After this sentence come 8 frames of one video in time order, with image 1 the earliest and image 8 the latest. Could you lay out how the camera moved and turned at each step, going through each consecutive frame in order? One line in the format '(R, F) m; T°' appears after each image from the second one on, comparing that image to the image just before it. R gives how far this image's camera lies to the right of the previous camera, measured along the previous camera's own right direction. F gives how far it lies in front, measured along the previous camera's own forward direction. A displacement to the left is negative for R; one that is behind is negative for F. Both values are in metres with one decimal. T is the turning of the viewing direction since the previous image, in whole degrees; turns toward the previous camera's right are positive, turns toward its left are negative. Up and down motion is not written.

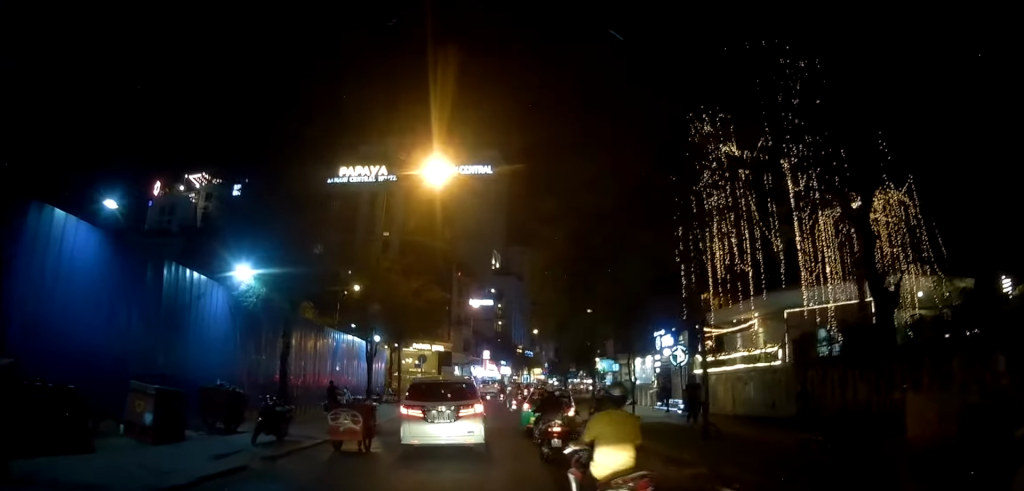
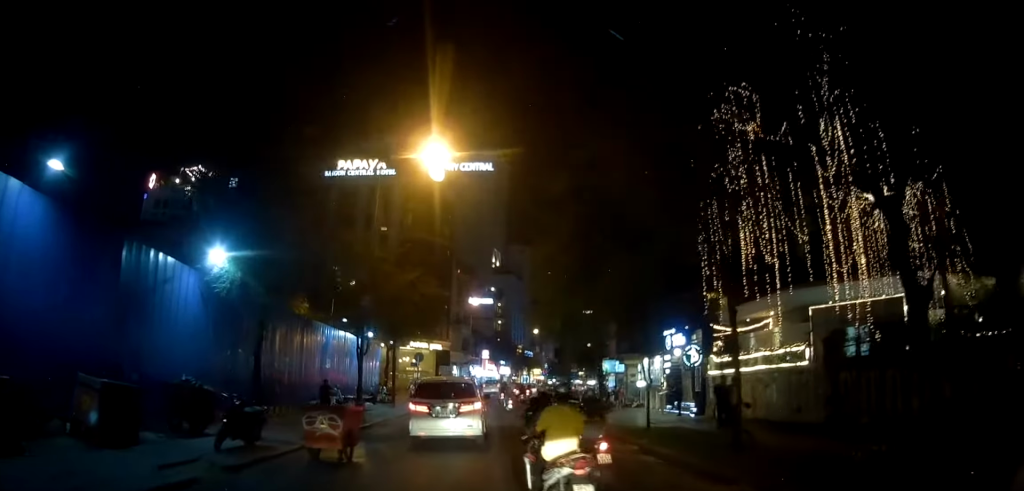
(0.0, +1.9) m; 0°
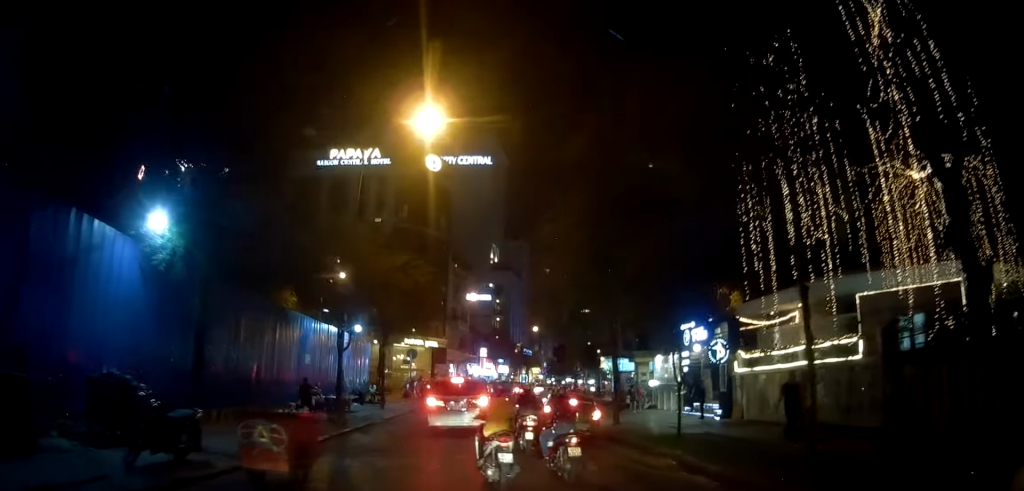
(0.0, +3.0) m; -1°
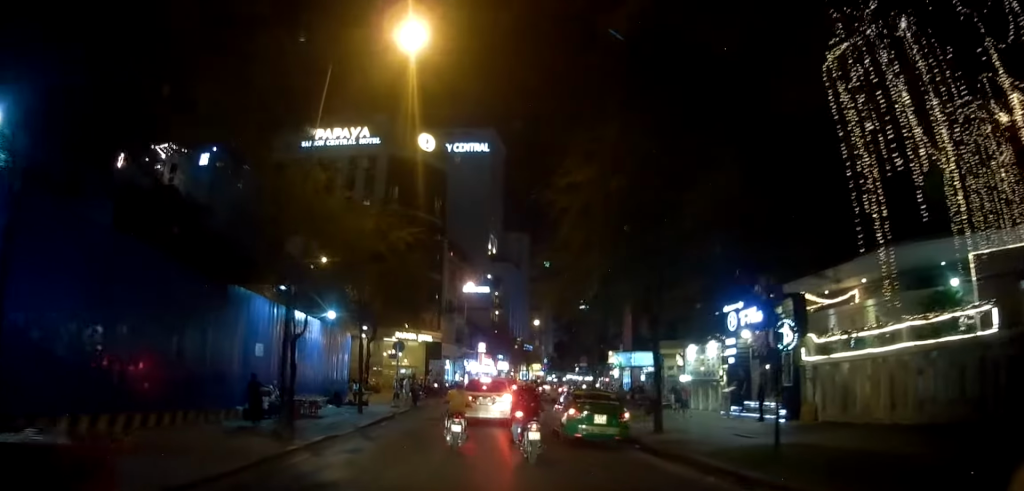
(-0.1, +5.1) m; +4°
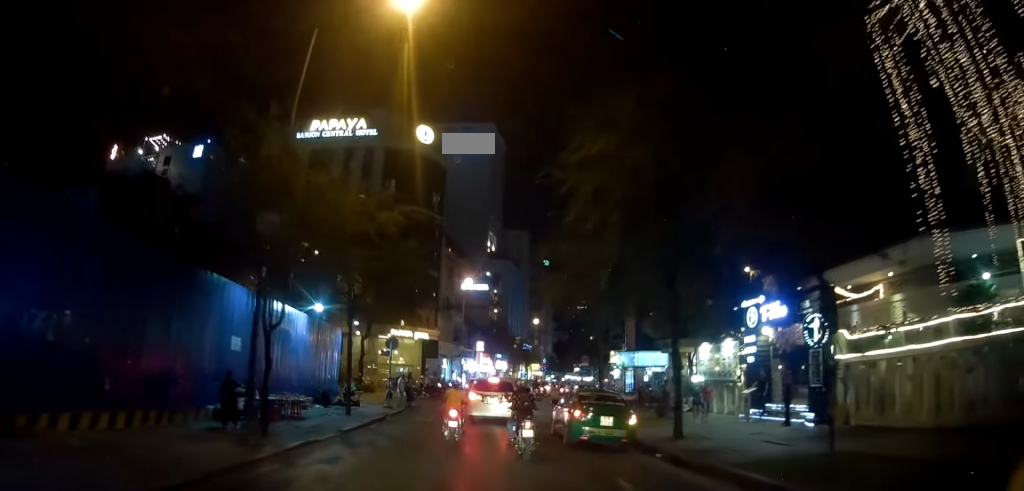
(0.0, +1.8) m; +3°
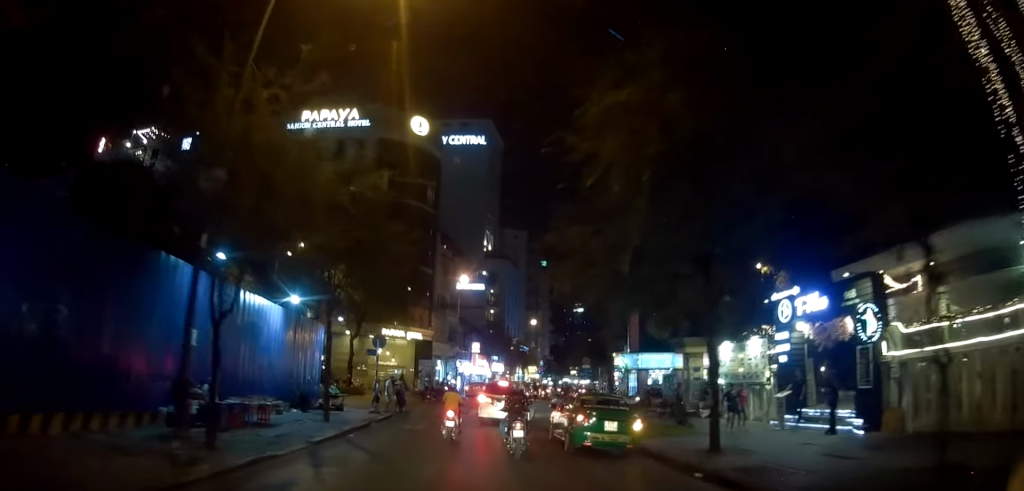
(+0.3, +2.7) m; +5°
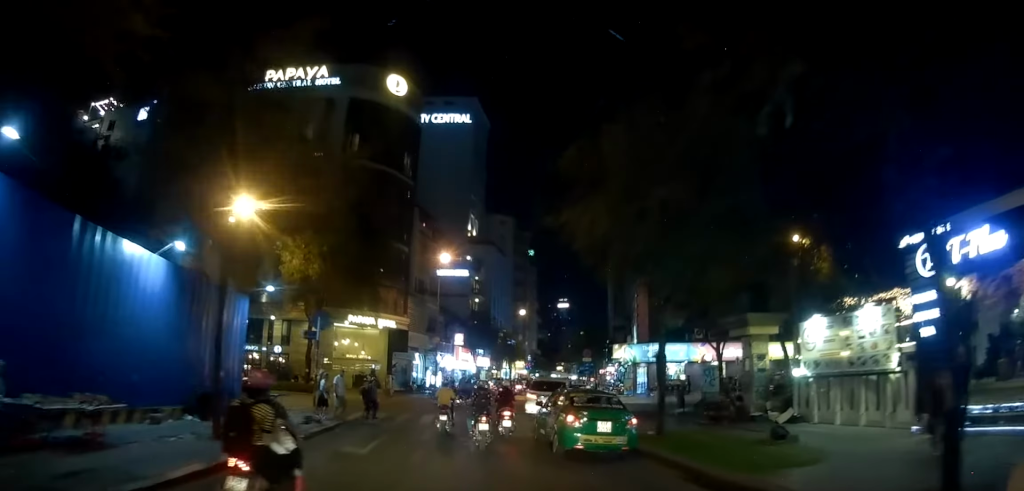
(+0.3, +7.5) m; 0°
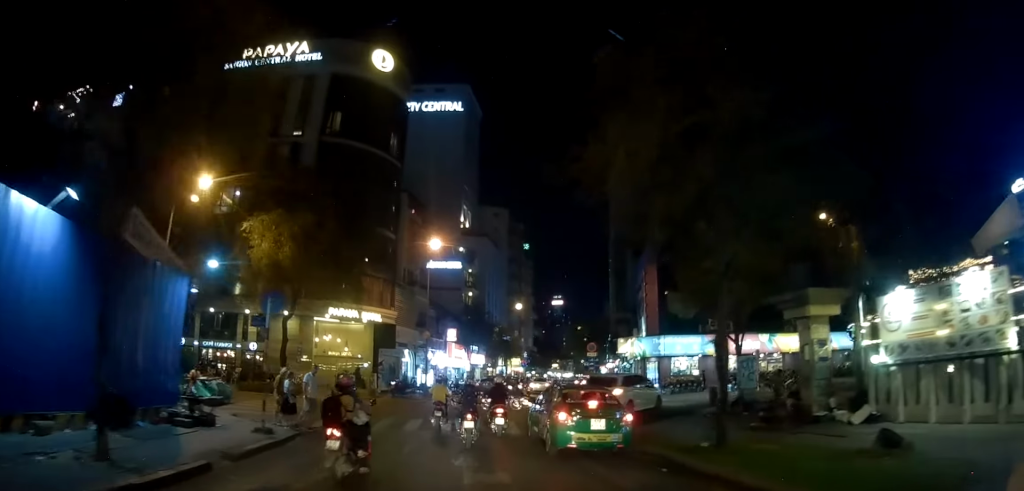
(-0.1, +3.9) m; -5°
